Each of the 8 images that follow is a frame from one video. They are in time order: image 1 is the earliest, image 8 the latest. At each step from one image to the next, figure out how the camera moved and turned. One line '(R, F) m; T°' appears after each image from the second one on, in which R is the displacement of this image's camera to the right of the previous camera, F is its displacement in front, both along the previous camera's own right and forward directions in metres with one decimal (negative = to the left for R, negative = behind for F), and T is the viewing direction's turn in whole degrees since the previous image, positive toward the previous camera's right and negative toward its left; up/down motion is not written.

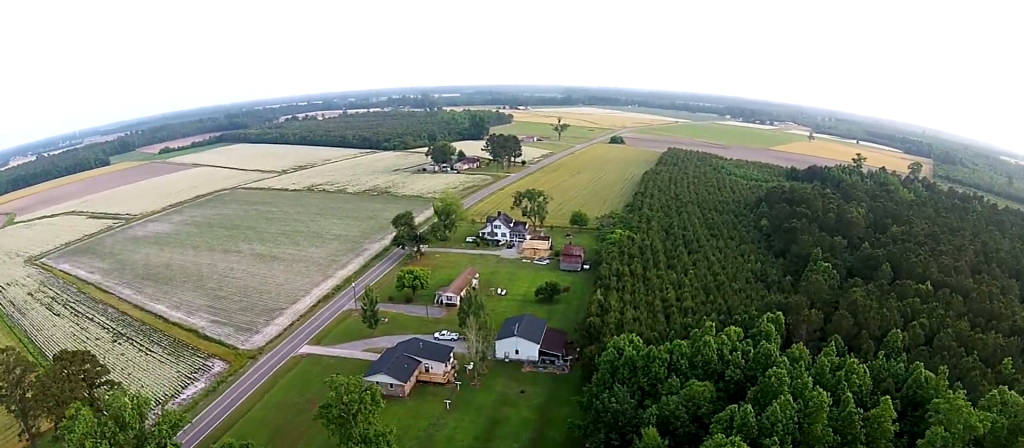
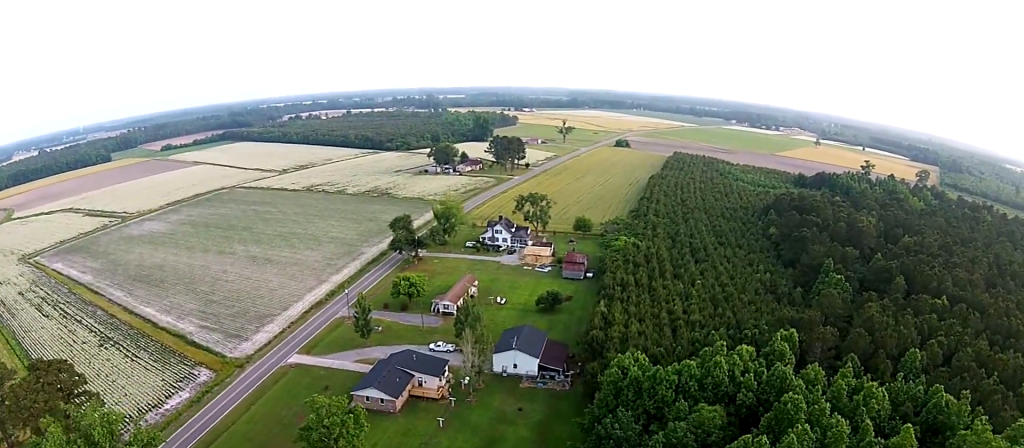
(-0.1, +6.8) m; -1°
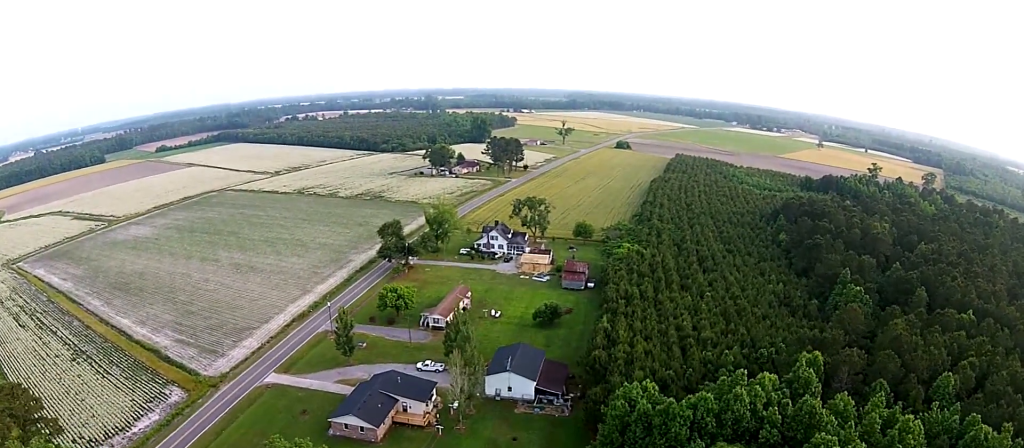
(-0.1, +11.6) m; -1°
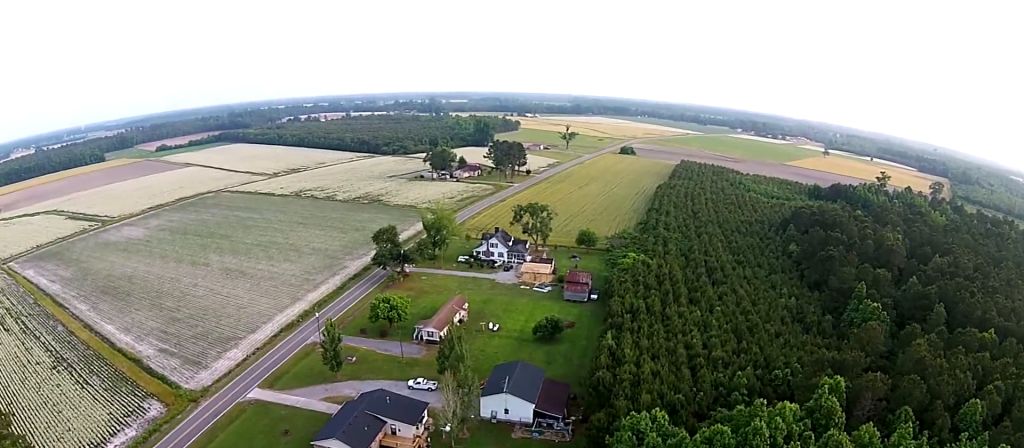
(-0.1, +7.9) m; 0°
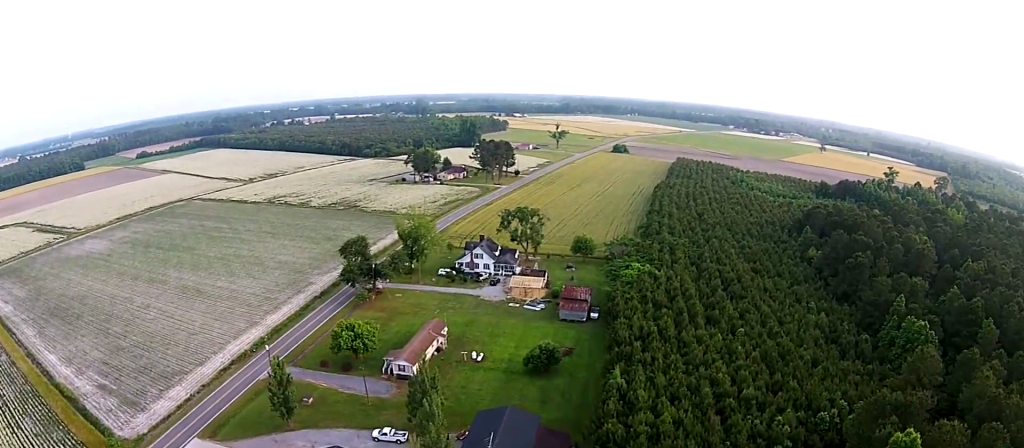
(-0.1, +22.2) m; +5°
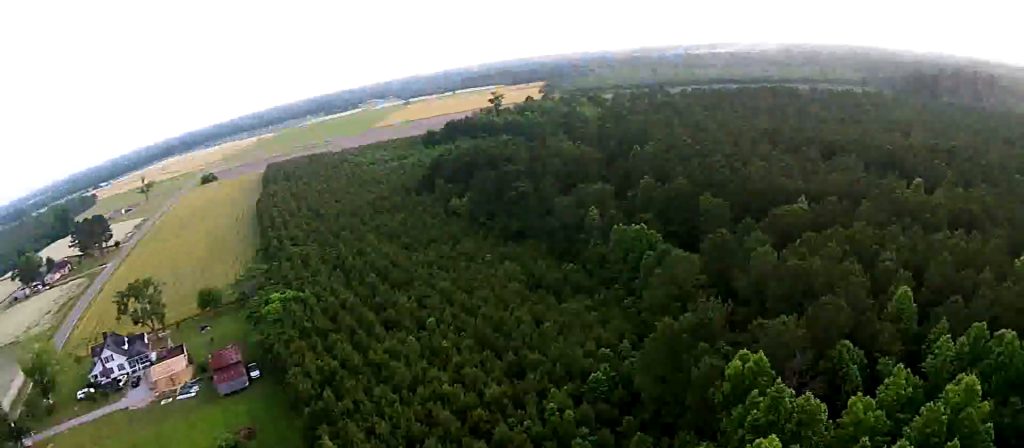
(+6.0, +20.2) m; +45°
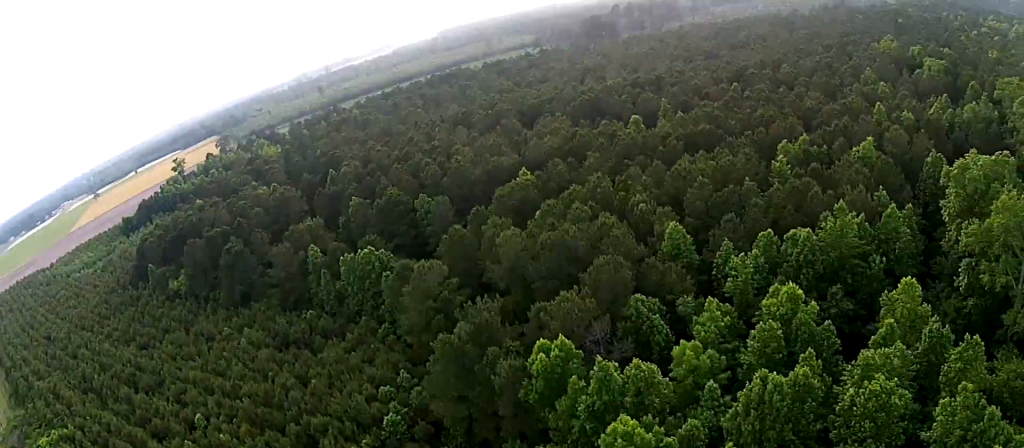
(+0.9, +5.6) m; +20°
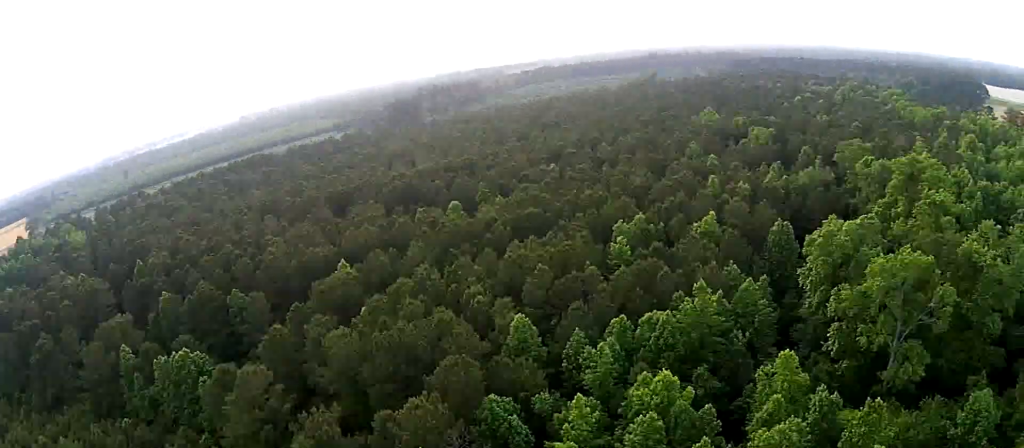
(+1.2, +6.9) m; +29°
